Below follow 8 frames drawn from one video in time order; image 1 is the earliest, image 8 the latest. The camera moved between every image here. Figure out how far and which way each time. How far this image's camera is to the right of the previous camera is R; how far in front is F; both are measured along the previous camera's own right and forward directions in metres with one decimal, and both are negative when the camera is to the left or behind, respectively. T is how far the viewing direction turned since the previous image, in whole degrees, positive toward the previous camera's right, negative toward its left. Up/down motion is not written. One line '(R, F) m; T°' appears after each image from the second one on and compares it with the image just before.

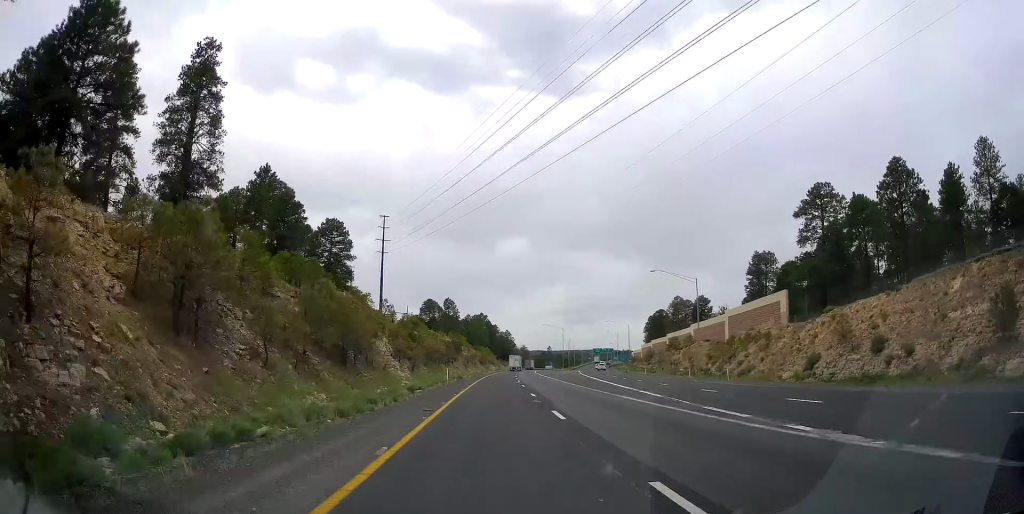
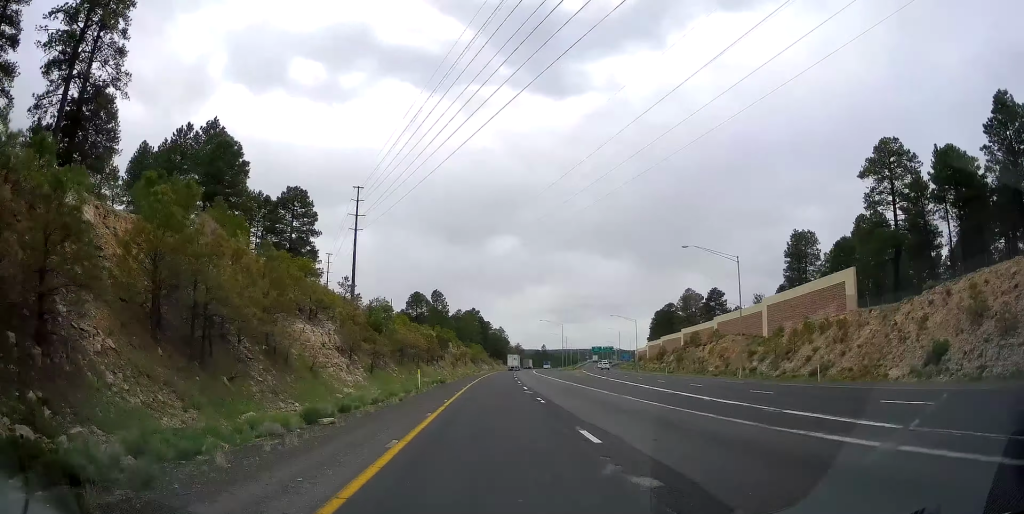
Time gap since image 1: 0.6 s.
(0.0, +17.5) m; 0°
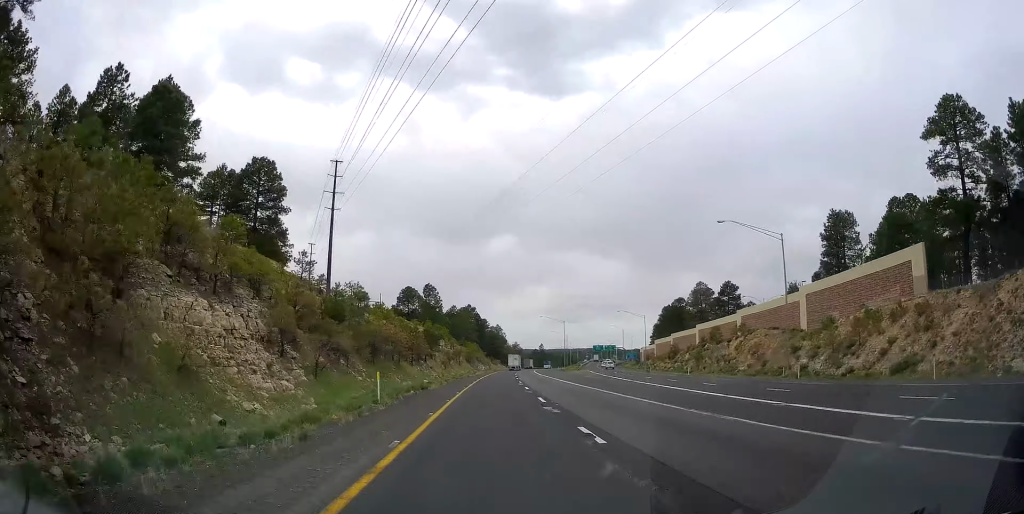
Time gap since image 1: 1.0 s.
(-0.2, +12.4) m; 0°
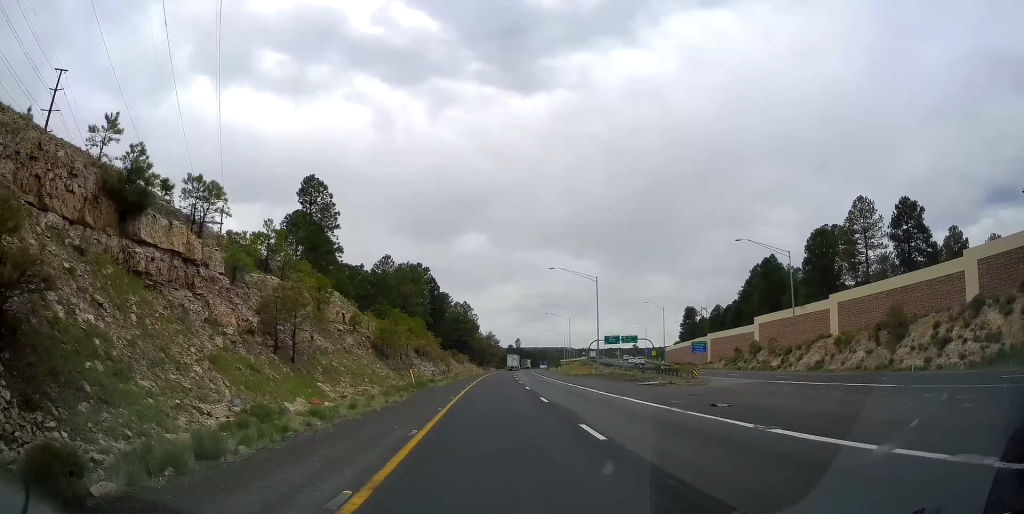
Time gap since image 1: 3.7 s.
(+2.5, +85.0) m; +4°
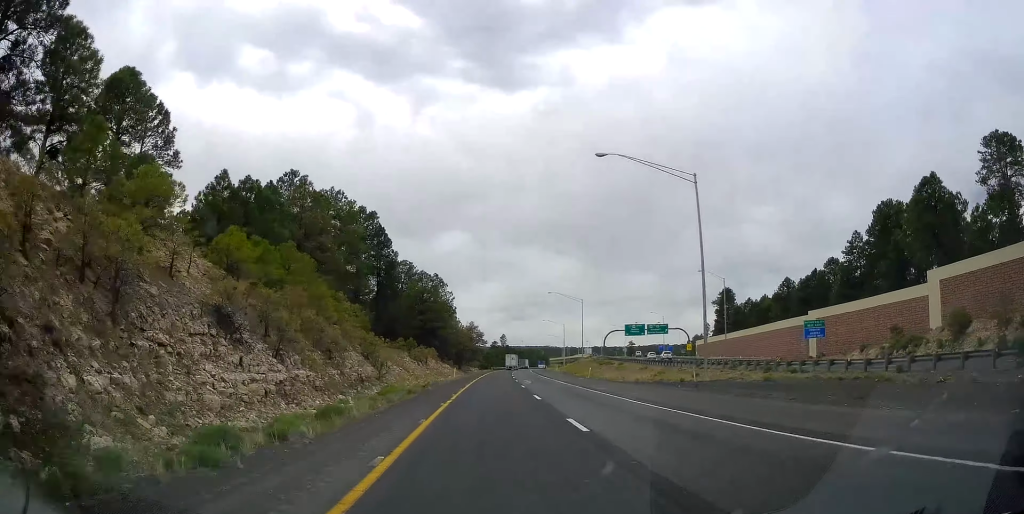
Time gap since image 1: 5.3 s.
(+1.1, +47.0) m; +2°
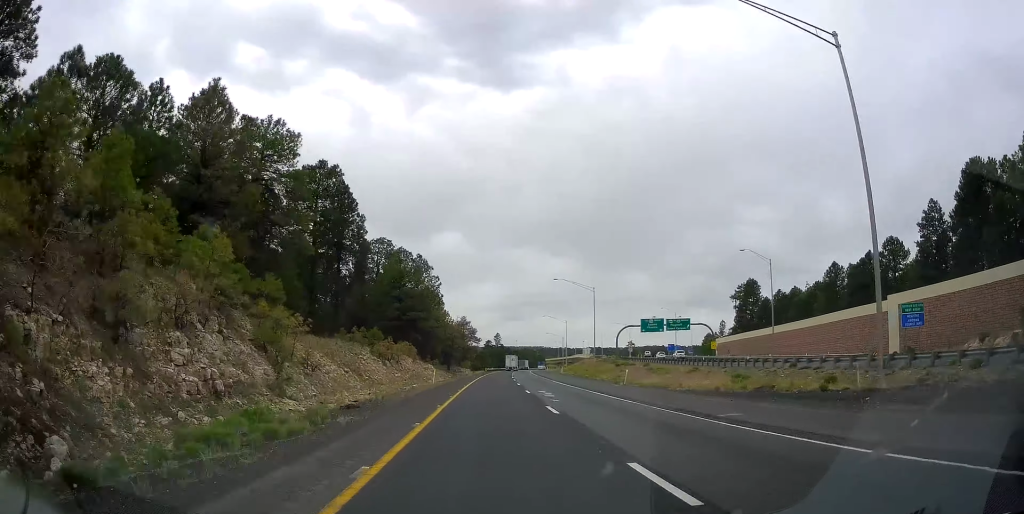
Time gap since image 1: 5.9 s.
(-0.1, +19.4) m; +1°
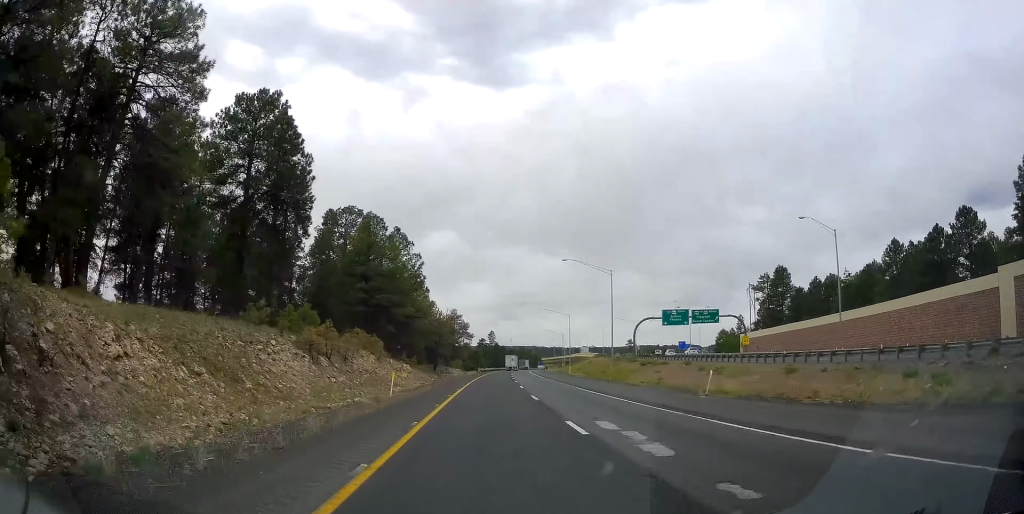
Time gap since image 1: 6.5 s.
(+0.1, +18.4) m; 0°
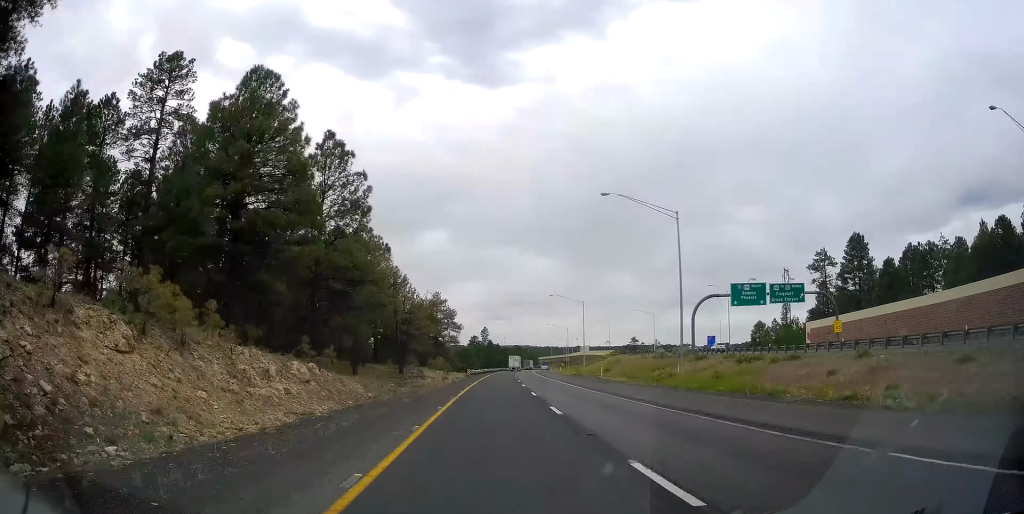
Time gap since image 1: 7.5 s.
(+0.2, +31.9) m; 0°
